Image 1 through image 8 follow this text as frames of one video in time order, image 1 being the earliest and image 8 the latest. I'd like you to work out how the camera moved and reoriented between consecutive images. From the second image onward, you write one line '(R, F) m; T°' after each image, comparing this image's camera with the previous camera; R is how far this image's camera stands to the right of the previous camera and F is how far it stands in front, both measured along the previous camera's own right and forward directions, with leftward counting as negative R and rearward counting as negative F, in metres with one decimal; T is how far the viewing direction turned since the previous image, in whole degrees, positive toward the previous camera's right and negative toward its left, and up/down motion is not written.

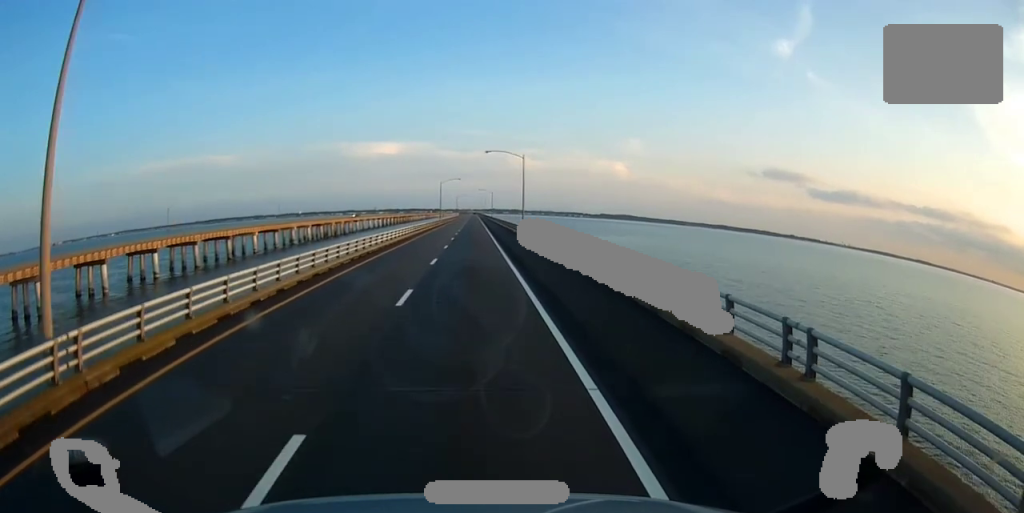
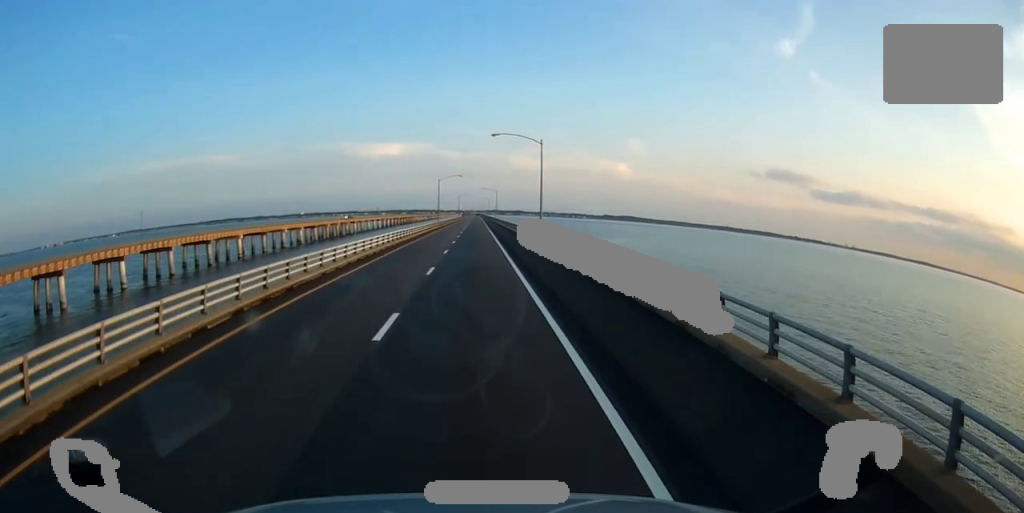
(0.0, +16.5) m; 0°
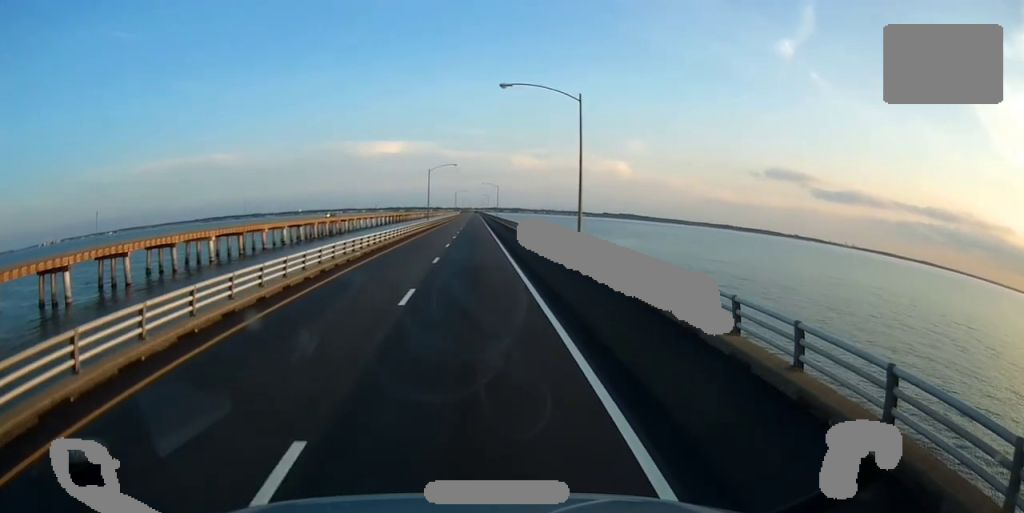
(+0.1, +20.6) m; 0°
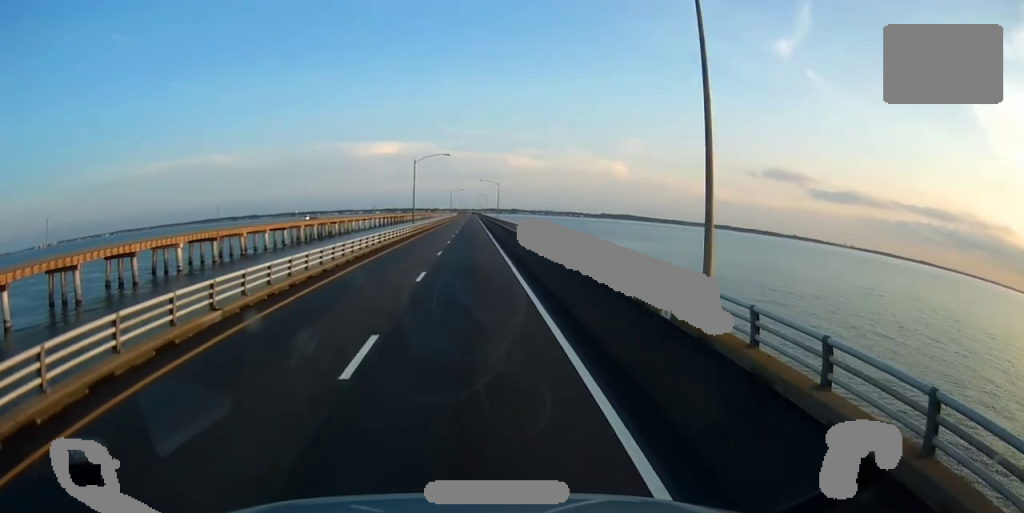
(-0.3, +18.5) m; +1°
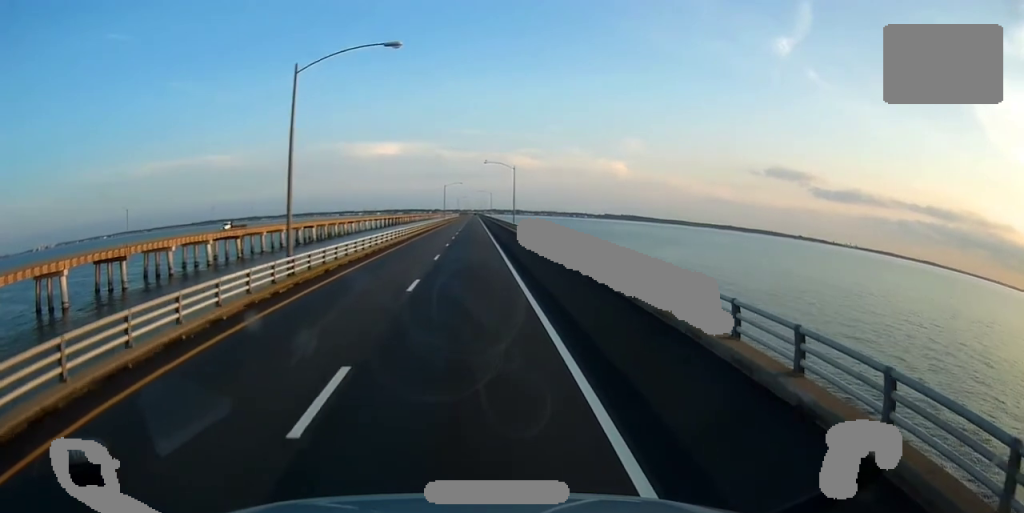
(+0.8, +50.8) m; 0°
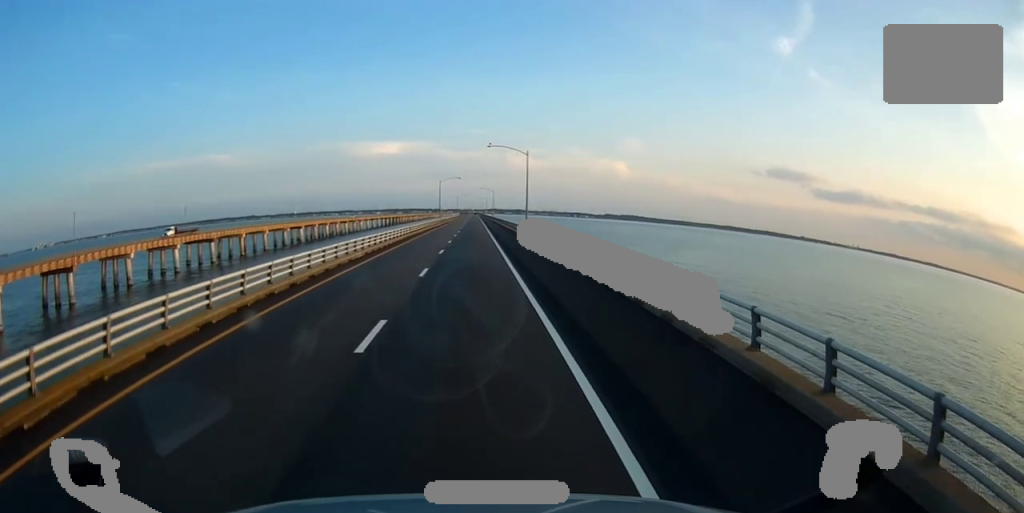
(-0.3, +20.3) m; 0°
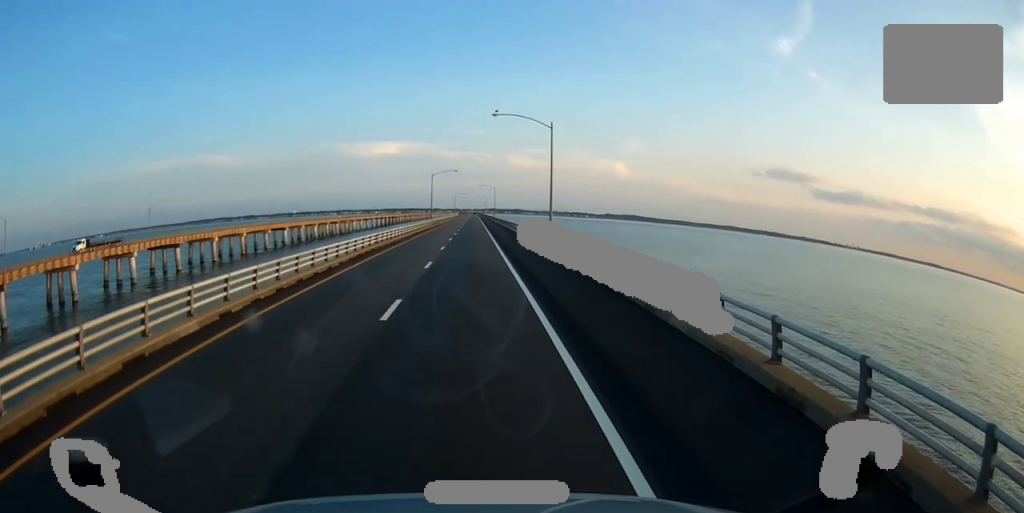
(0.0, +21.4) m; 0°
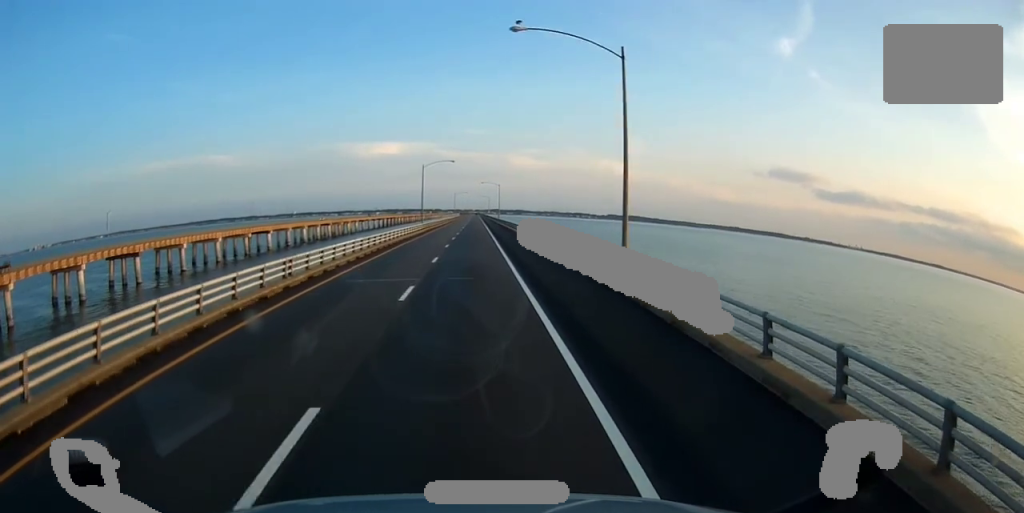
(+0.2, +21.5) m; 0°
